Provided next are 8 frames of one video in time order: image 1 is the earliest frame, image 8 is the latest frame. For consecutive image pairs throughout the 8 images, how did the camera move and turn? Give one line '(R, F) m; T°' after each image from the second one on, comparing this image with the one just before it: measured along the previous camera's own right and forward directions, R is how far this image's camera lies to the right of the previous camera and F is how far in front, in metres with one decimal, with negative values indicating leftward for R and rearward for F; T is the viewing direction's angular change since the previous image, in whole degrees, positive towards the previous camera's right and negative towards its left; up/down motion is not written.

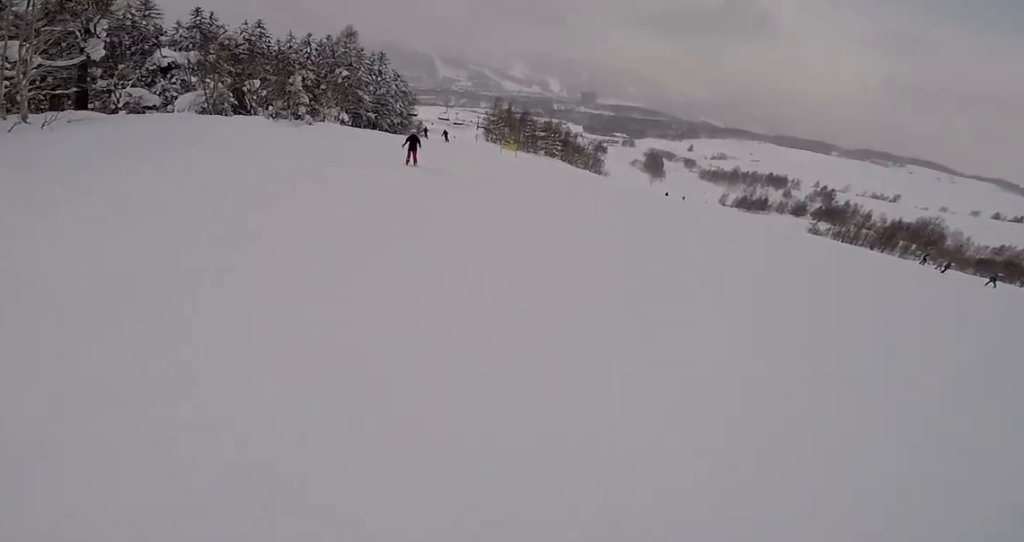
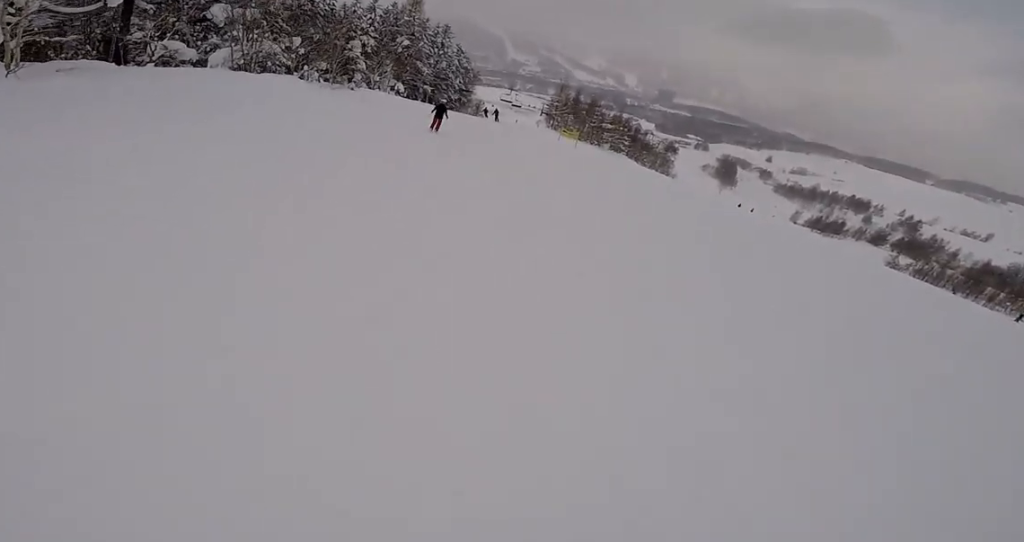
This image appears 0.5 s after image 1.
(-0.2, +3.1) m; -4°
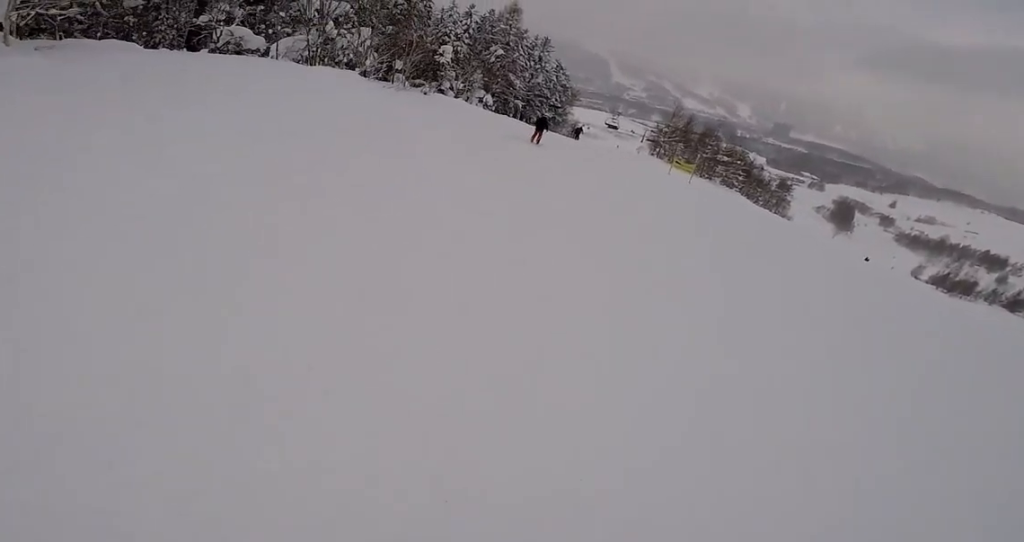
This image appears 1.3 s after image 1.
(0.0, +5.2) m; -6°
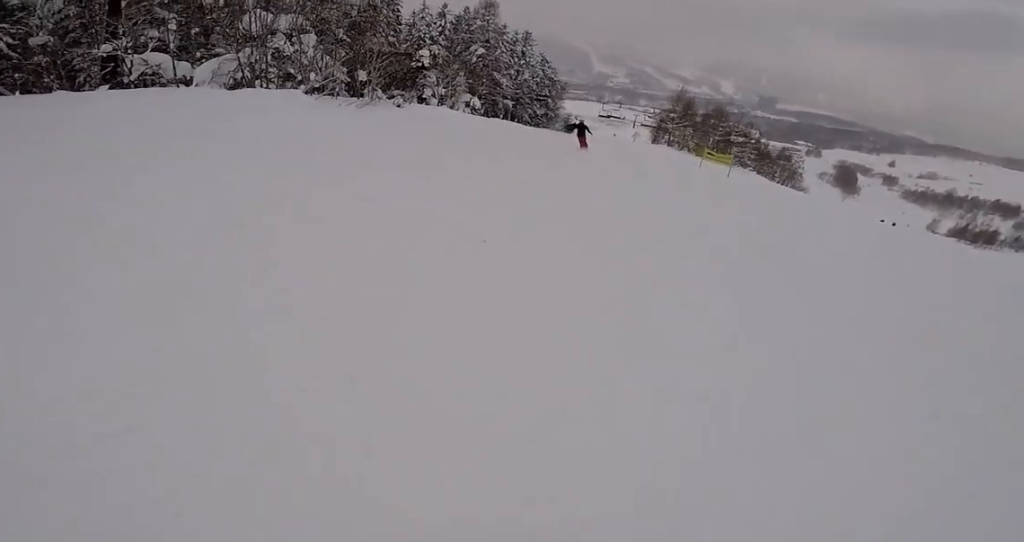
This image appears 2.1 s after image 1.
(-0.4, +5.1) m; -2°
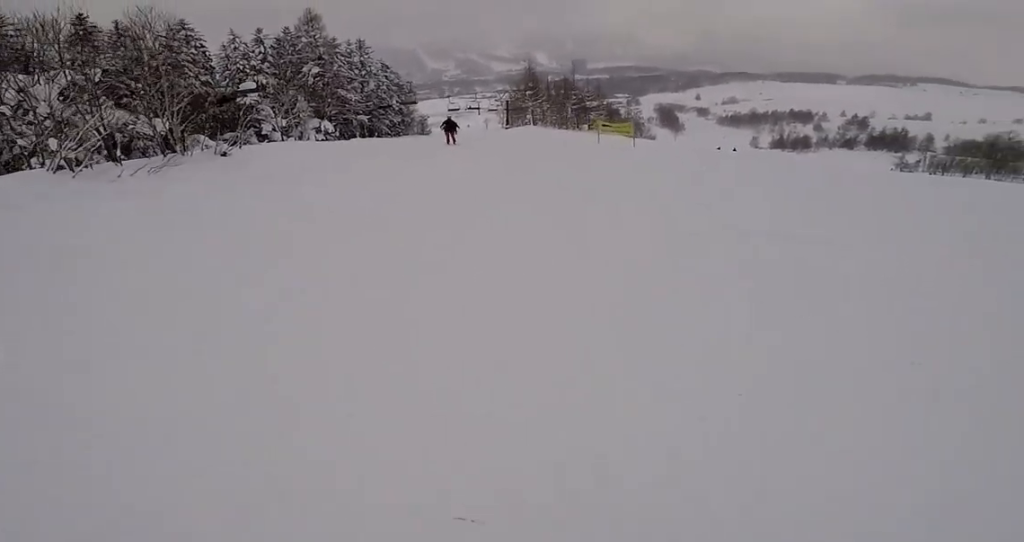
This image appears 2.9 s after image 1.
(-0.1, +5.6) m; +6°
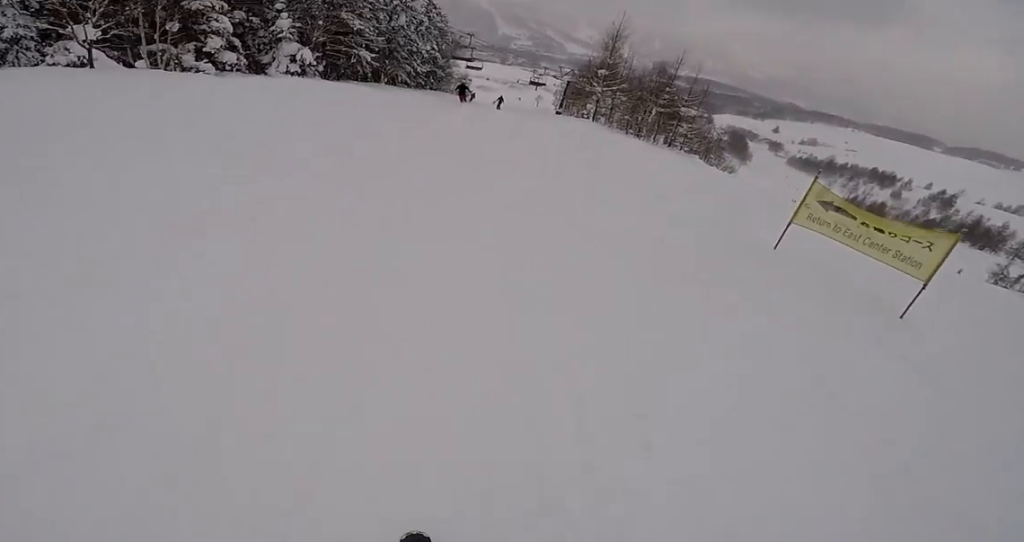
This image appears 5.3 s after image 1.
(+2.5, +16.0) m; -1°
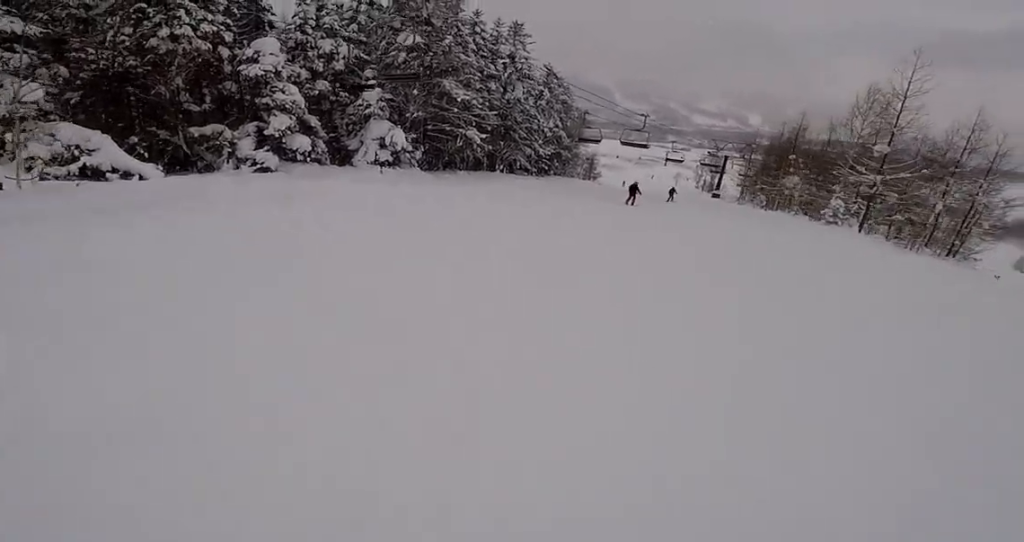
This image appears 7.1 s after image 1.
(-1.1, +12.1) m; 0°
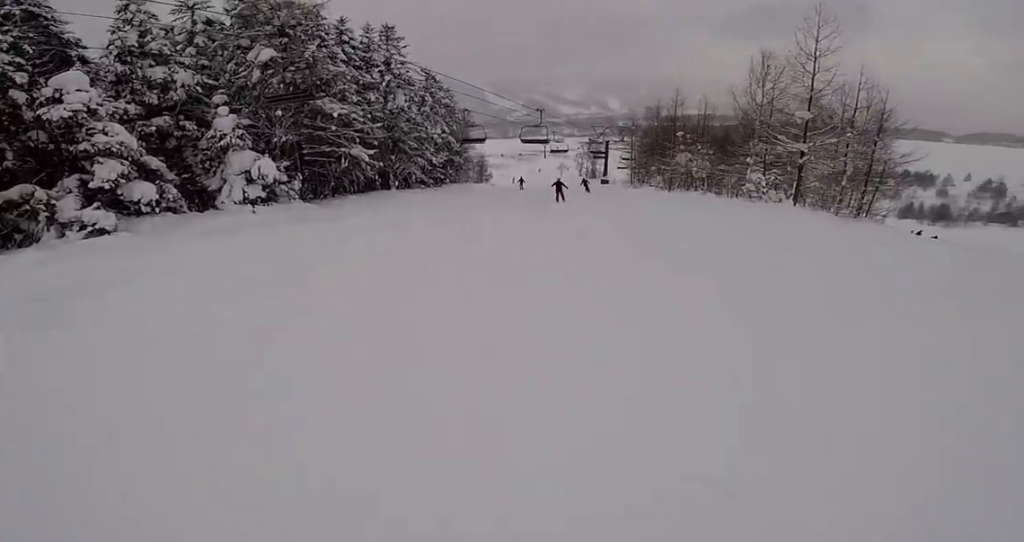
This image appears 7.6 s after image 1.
(+0.2, +3.5) m; +4°
